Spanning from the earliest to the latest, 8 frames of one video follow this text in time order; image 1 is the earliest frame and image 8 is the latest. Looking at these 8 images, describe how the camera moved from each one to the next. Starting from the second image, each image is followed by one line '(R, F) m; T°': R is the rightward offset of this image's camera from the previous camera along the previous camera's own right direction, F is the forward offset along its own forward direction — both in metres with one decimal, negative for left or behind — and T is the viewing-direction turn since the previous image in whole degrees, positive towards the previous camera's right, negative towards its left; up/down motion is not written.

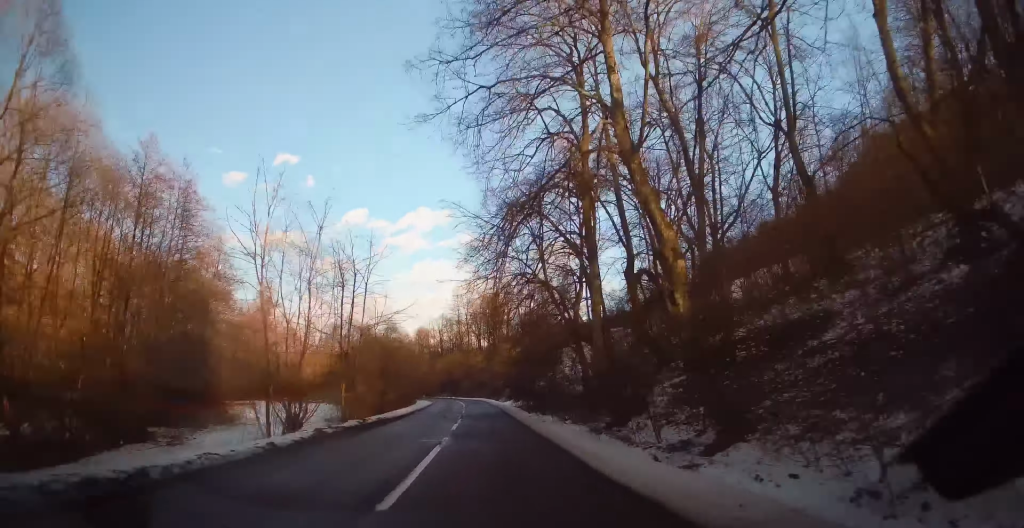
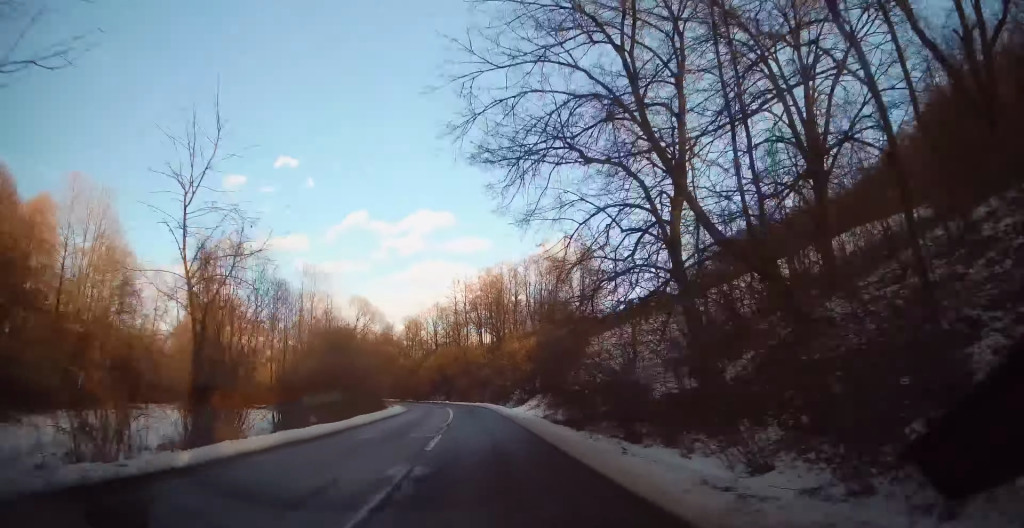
(+0.1, +23.0) m; -1°
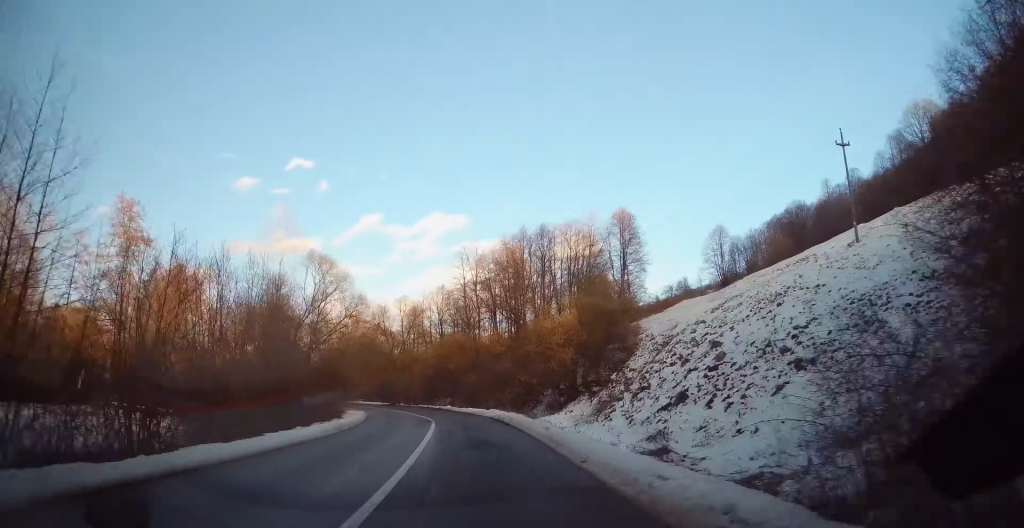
(-0.5, +22.4) m; -4°
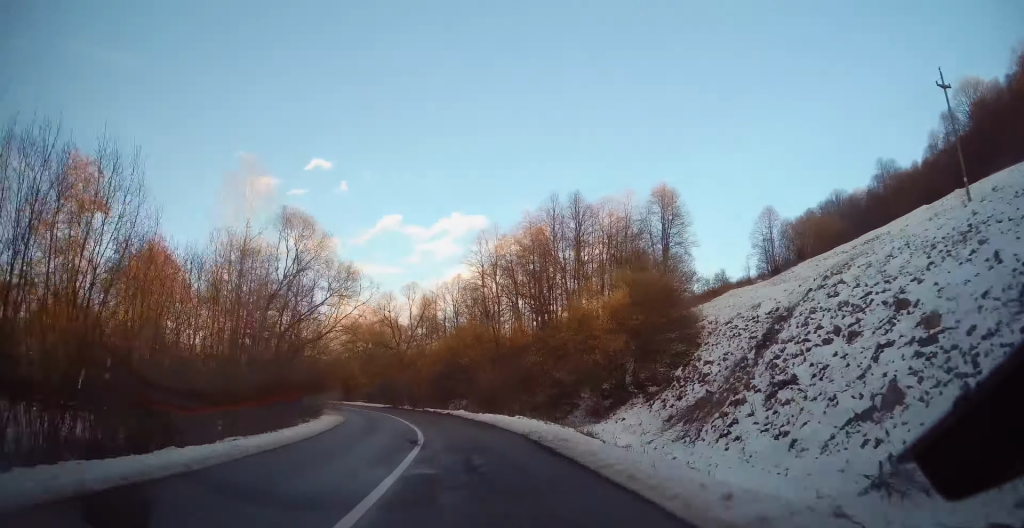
(-0.3, +11.6) m; -3°
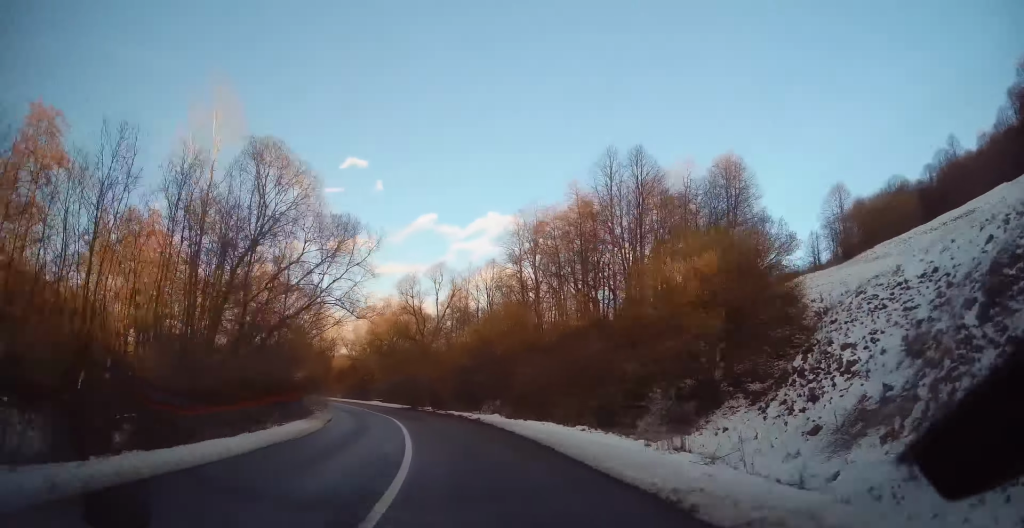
(+0.1, +10.8) m; -4°
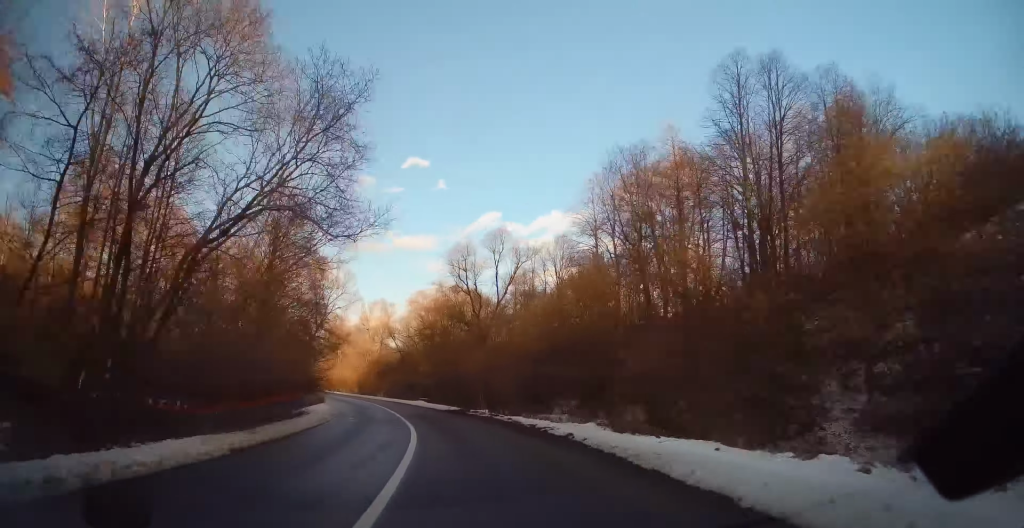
(-1.1, +13.8) m; -6°
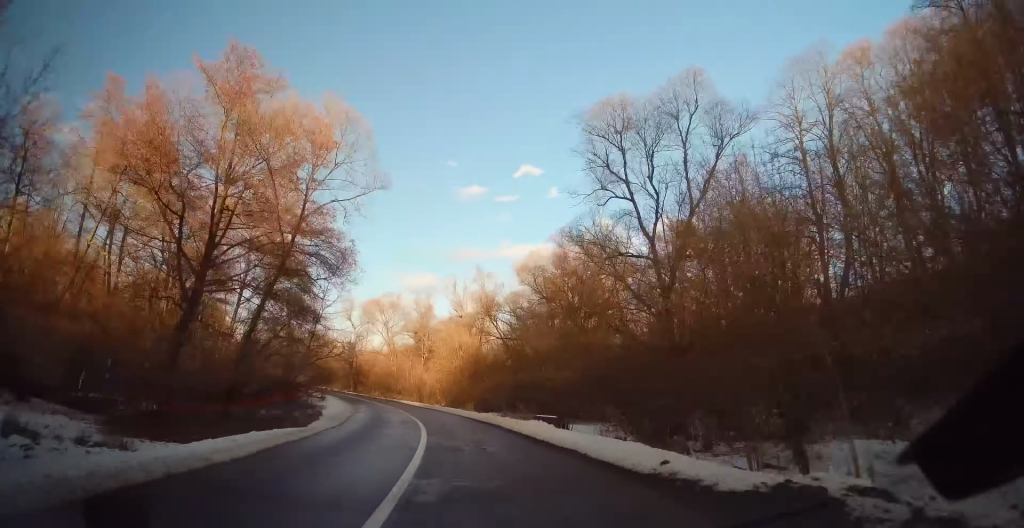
(-2.7, +27.7) m; -11°
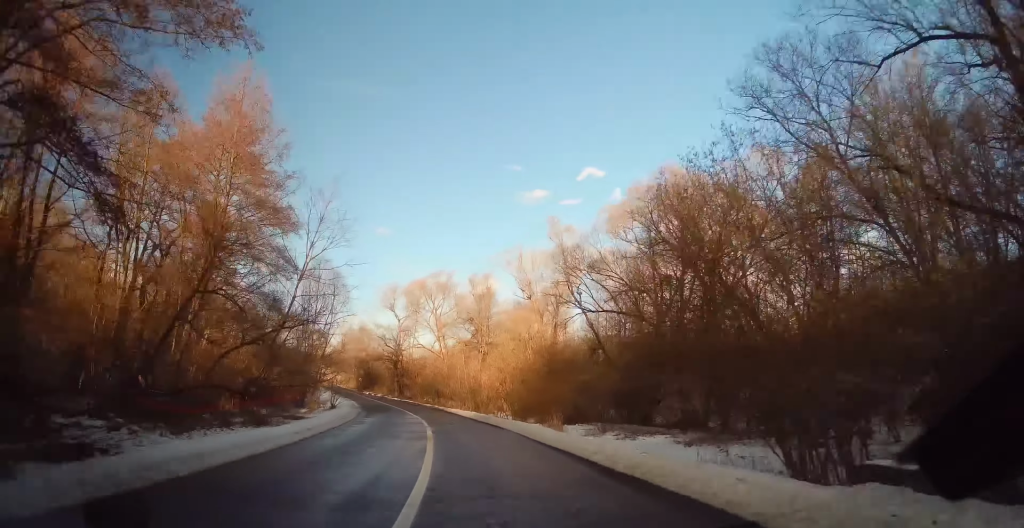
(-0.8, +17.5) m; -6°
